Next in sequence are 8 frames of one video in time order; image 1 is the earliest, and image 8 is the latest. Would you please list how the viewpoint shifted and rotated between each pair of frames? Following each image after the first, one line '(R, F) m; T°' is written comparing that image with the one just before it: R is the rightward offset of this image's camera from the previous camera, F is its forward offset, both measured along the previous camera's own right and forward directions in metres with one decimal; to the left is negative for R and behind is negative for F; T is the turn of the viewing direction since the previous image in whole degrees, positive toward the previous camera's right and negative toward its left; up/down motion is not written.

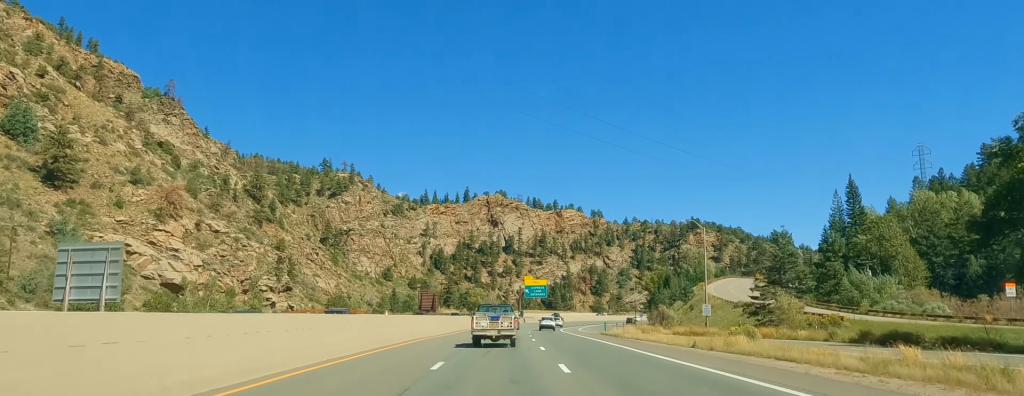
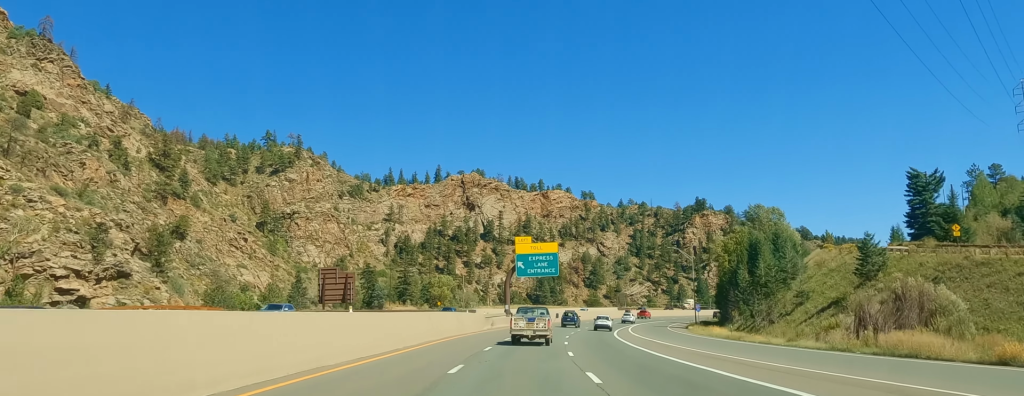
(+0.2, +75.3) m; +5°
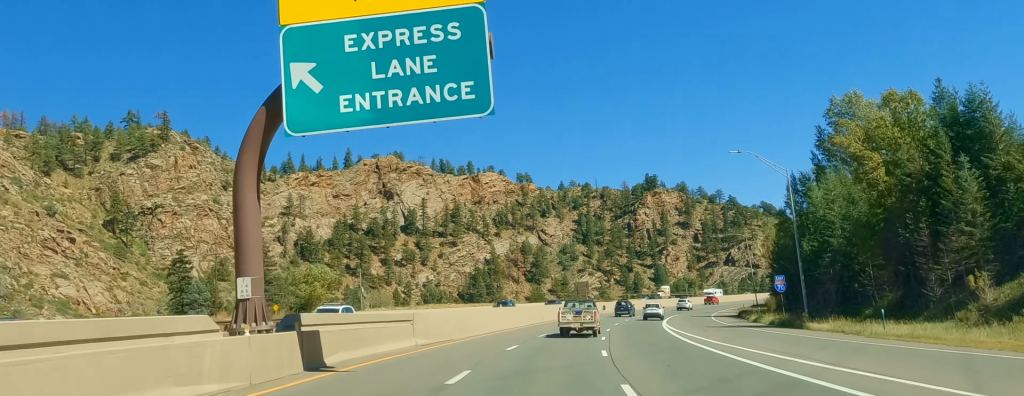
(+6.3, +64.8) m; +9°
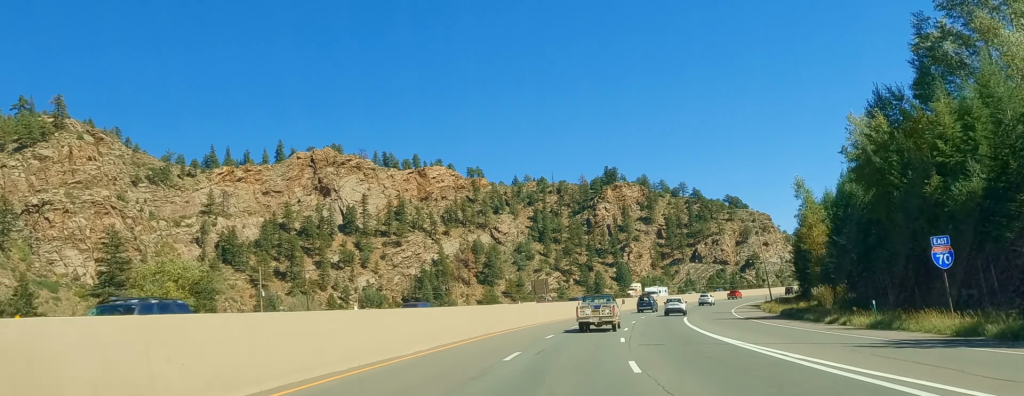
(+0.9, +31.1) m; +4°
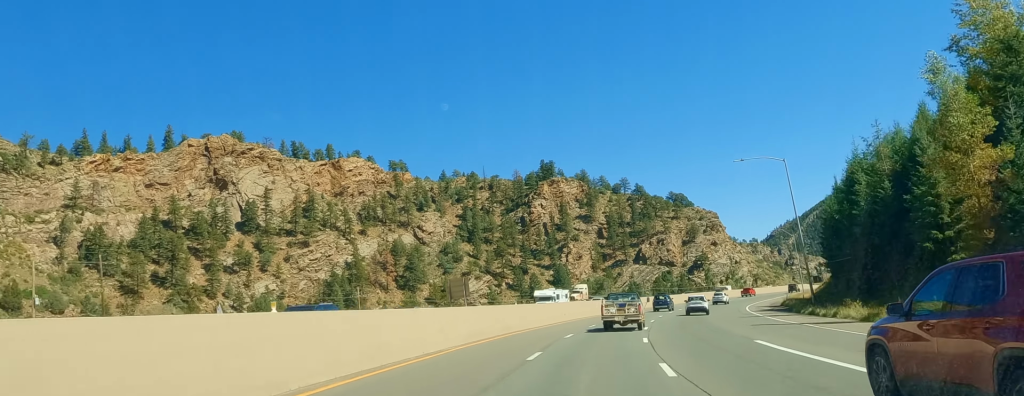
(+1.7, +36.7) m; +5°
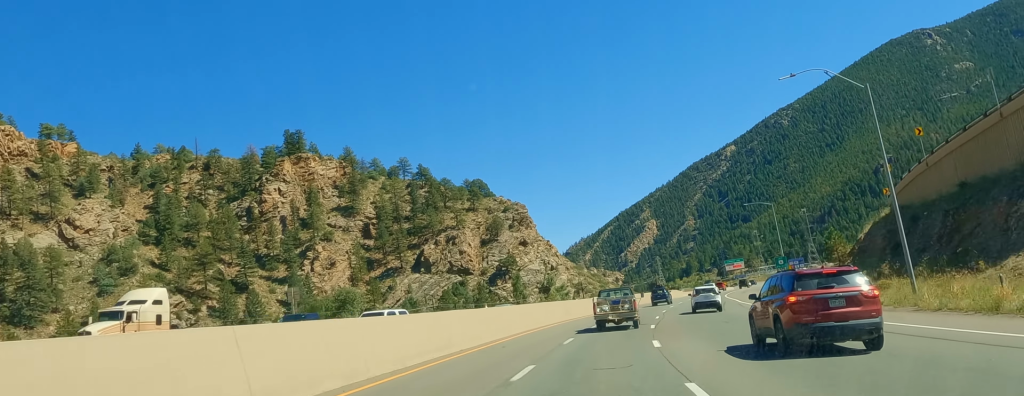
(+13.2, +98.8) m; +16°
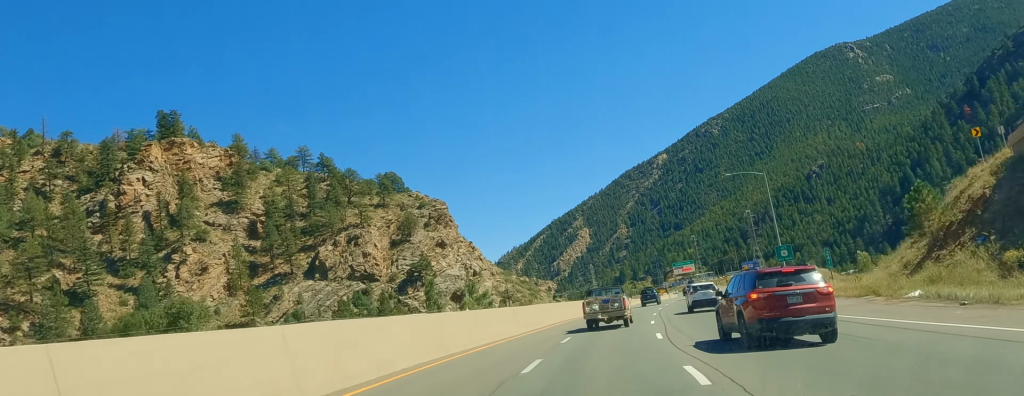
(+2.3, +33.3) m; +4°
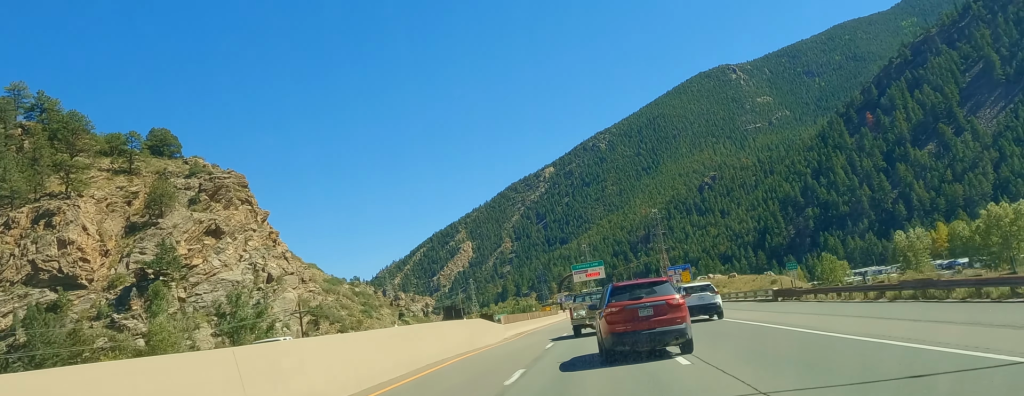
(+3.3, +67.8) m; +7°
